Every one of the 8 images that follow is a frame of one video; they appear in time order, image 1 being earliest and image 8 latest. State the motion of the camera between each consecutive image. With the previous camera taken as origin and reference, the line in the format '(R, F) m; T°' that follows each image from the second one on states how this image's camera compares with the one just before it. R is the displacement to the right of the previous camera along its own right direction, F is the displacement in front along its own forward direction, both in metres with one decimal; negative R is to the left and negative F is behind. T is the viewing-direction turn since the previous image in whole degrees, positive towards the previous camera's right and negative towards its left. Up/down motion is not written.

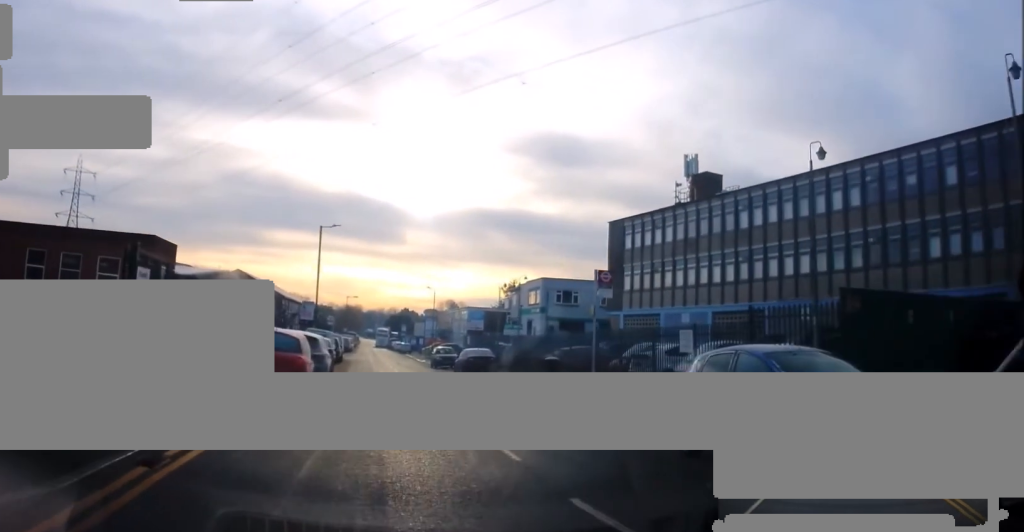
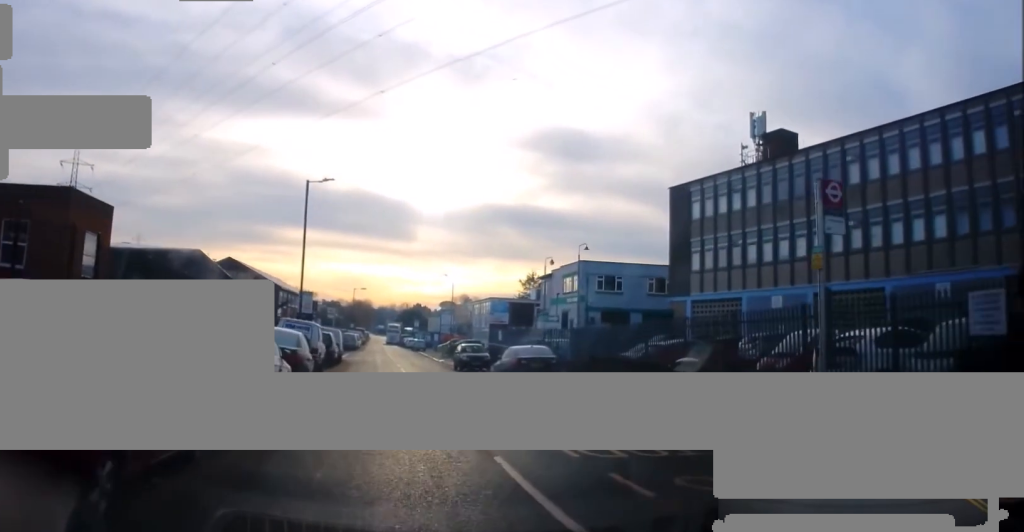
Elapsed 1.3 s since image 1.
(0.0, +9.9) m; 0°
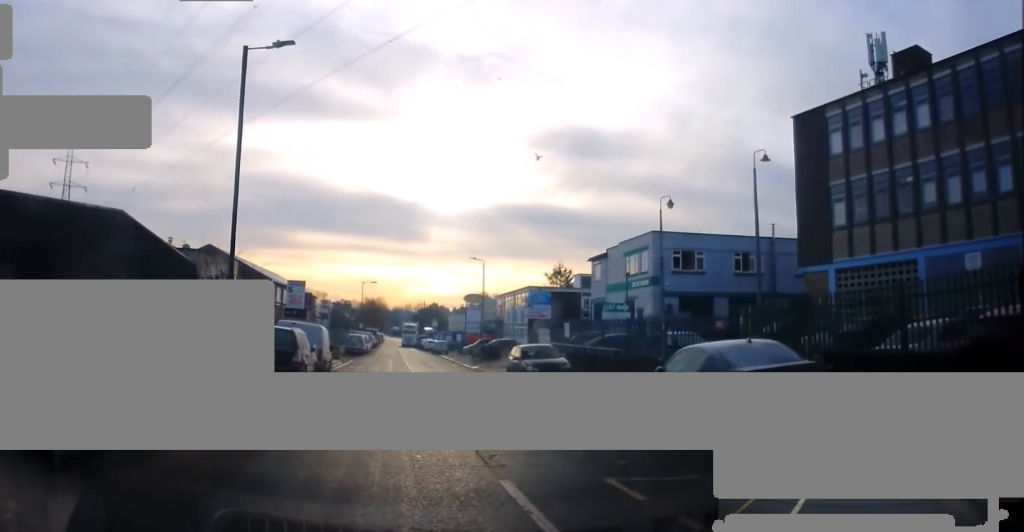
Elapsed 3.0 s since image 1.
(0.0, +13.8) m; 0°
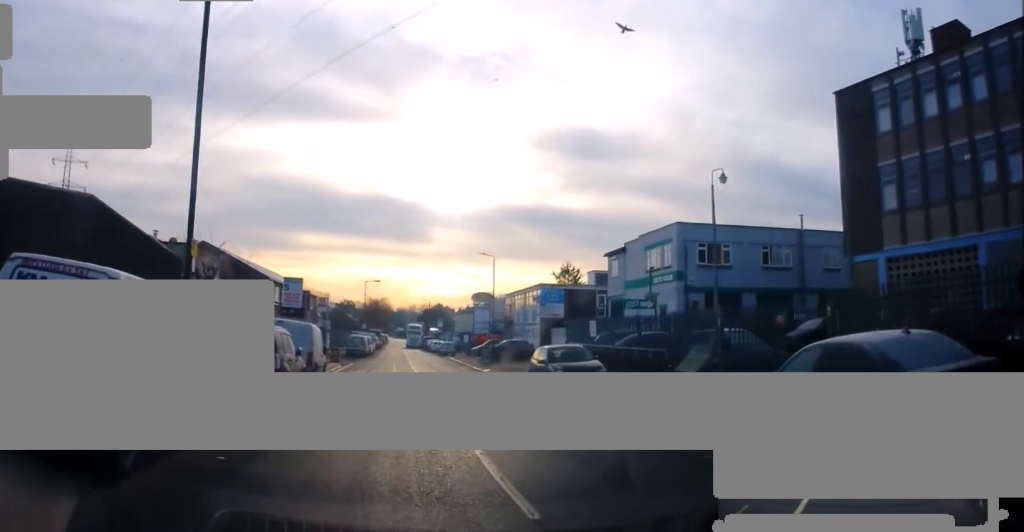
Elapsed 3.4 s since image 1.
(0.0, +3.4) m; 0°
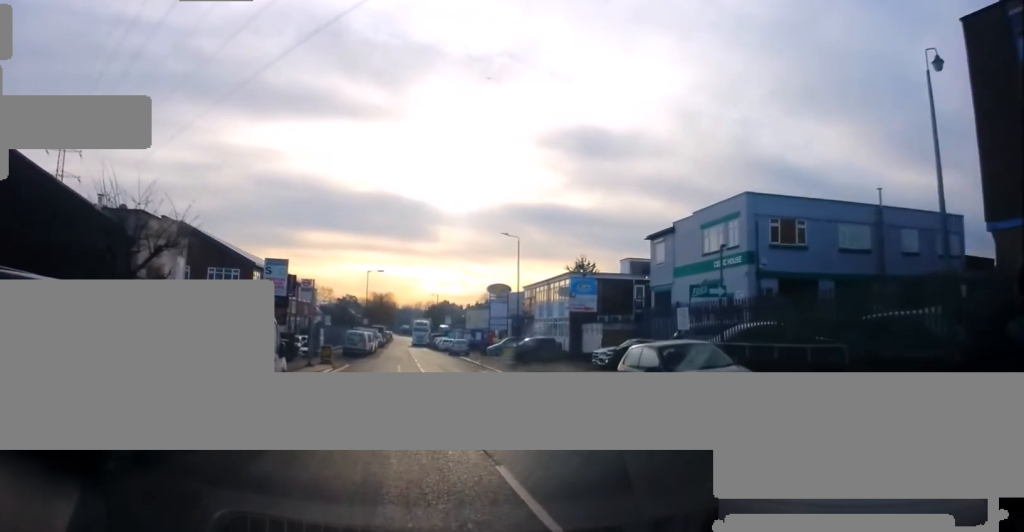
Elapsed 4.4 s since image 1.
(0.0, +8.2) m; 0°
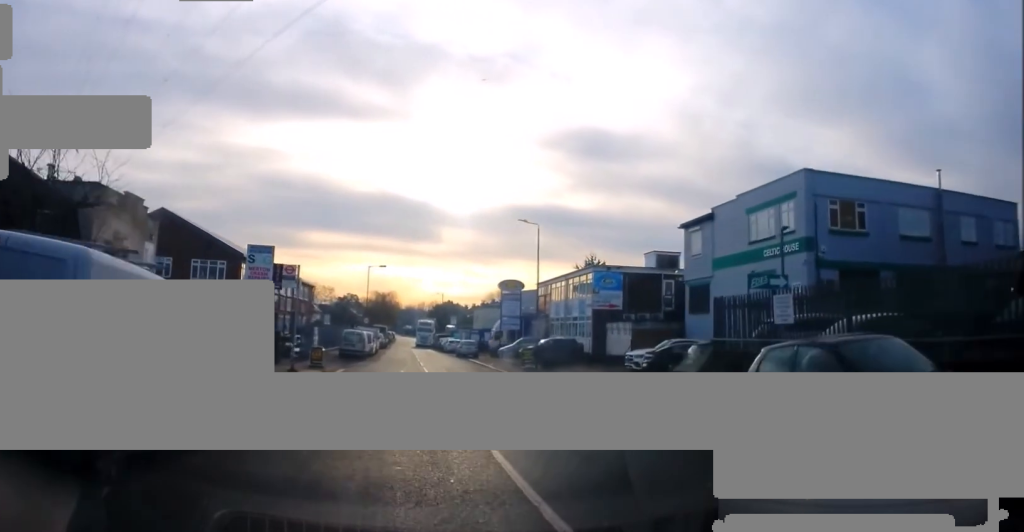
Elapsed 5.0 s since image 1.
(0.0, +5.1) m; 0°
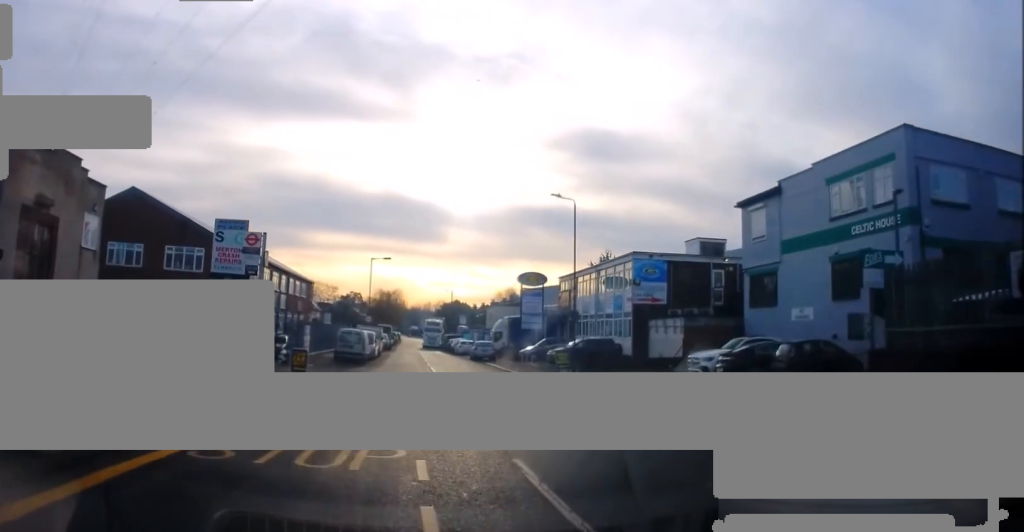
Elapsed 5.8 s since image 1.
(0.0, +6.8) m; 0°
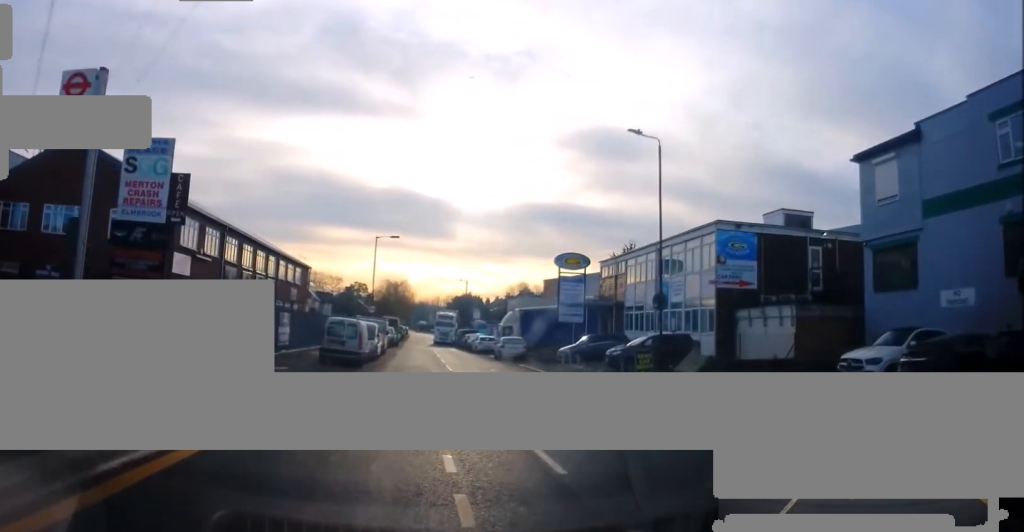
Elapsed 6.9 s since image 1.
(0.0, +9.6) m; 0°
